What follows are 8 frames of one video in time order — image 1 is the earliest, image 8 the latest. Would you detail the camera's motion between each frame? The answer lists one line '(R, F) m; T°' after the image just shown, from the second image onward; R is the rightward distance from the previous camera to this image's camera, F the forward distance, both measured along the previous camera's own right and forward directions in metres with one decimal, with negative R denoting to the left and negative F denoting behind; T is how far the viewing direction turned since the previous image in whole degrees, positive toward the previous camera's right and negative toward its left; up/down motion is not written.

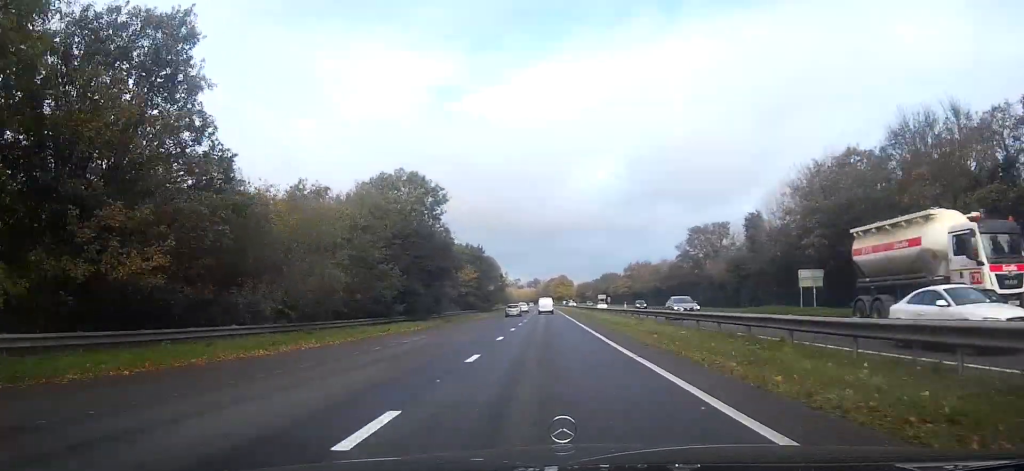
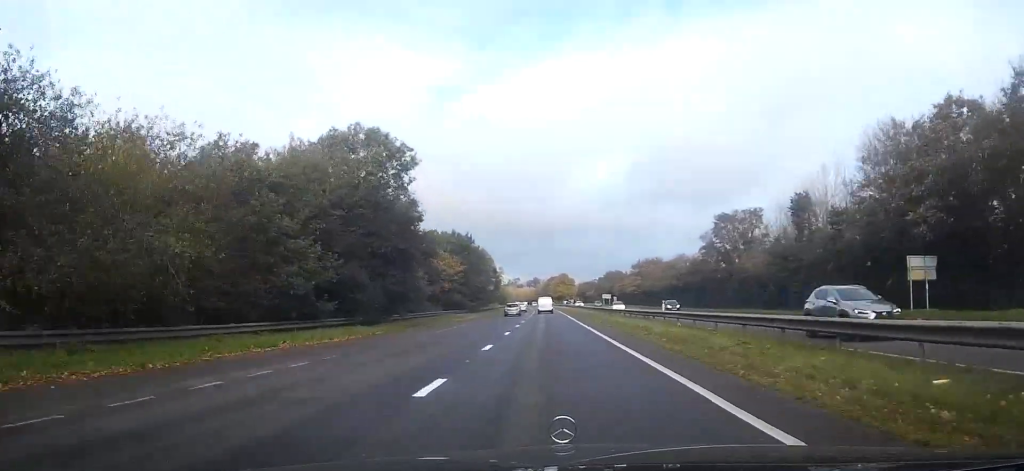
(-0.1, +14.5) m; 0°
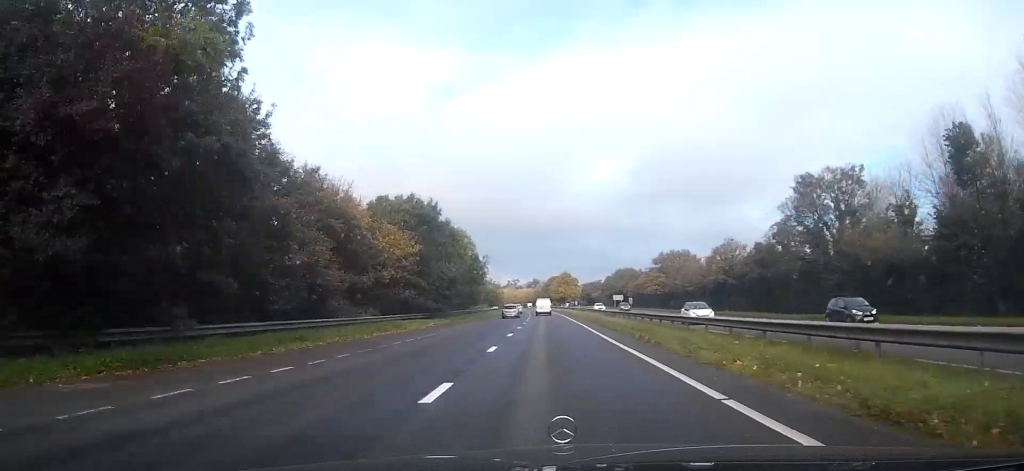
(+0.3, +25.8) m; 0°
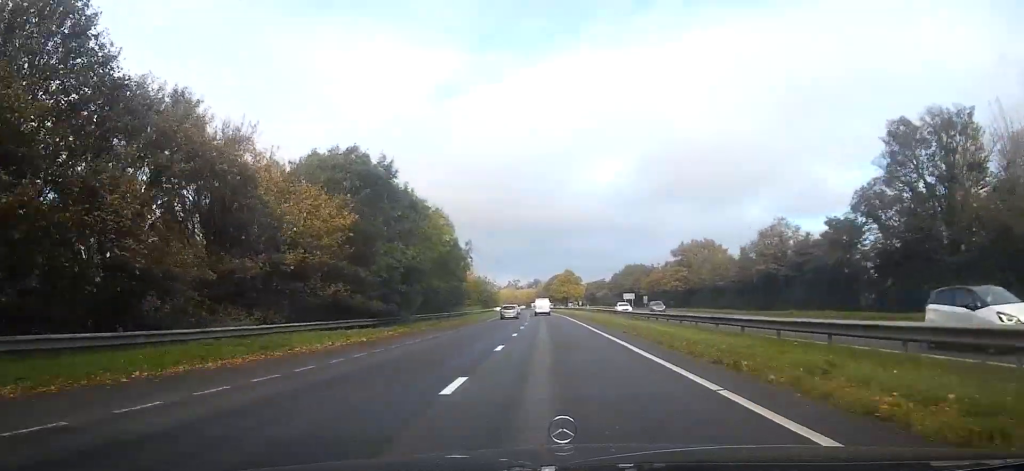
(0.0, +16.9) m; 0°
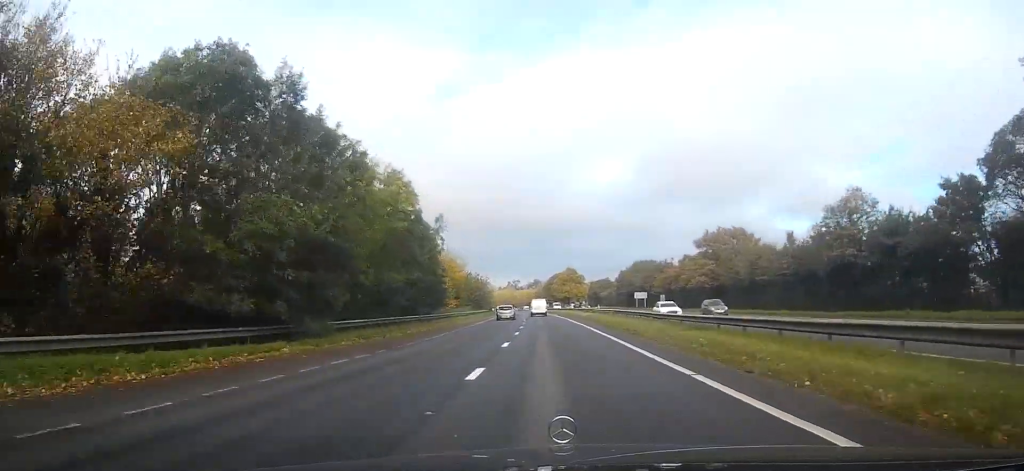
(-0.1, +15.8) m; 0°
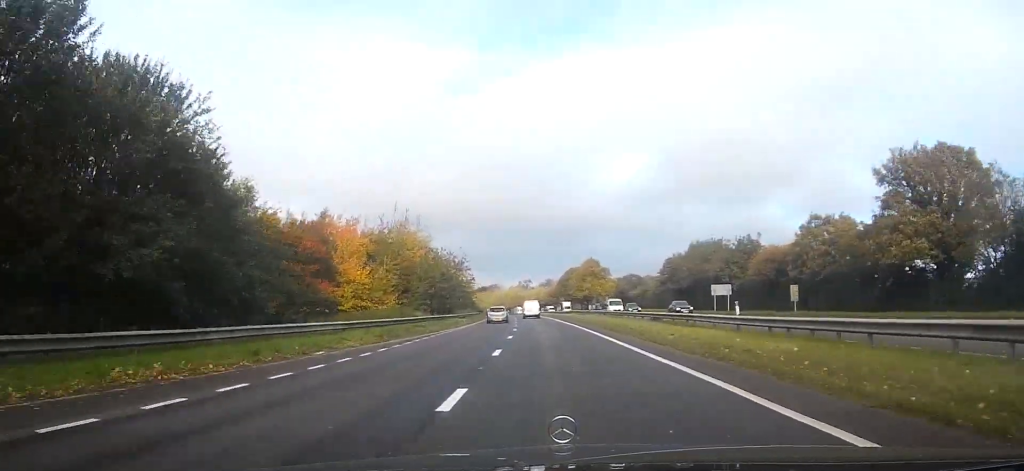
(-0.5, +47.3) m; -1°
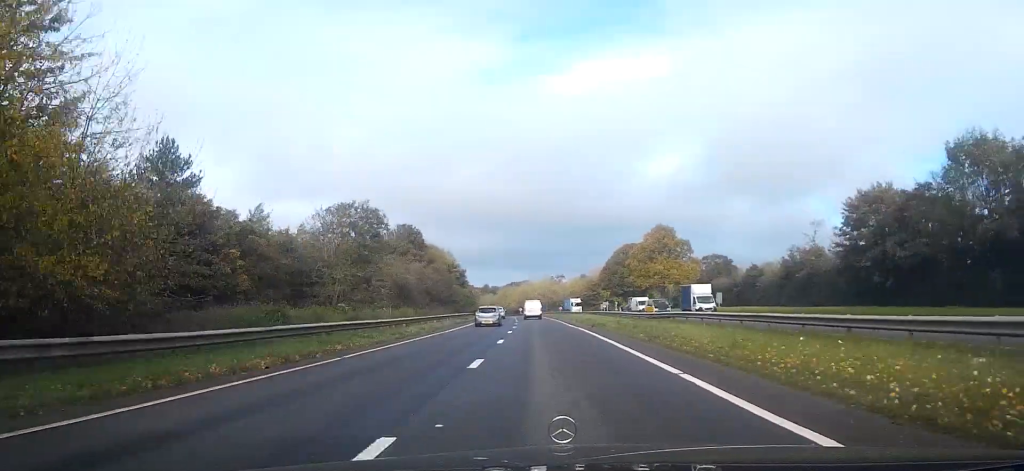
(-1.0, +66.0) m; -2°
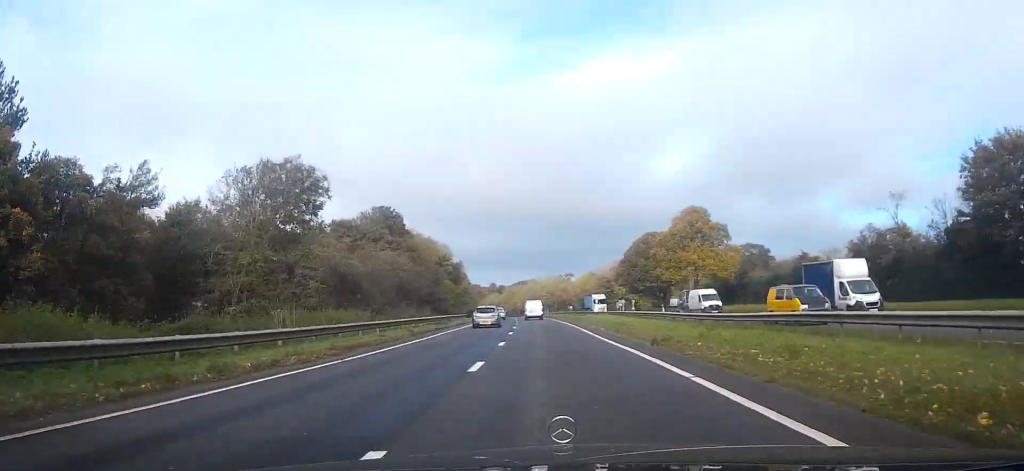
(-0.3, +18.3) m; -1°
